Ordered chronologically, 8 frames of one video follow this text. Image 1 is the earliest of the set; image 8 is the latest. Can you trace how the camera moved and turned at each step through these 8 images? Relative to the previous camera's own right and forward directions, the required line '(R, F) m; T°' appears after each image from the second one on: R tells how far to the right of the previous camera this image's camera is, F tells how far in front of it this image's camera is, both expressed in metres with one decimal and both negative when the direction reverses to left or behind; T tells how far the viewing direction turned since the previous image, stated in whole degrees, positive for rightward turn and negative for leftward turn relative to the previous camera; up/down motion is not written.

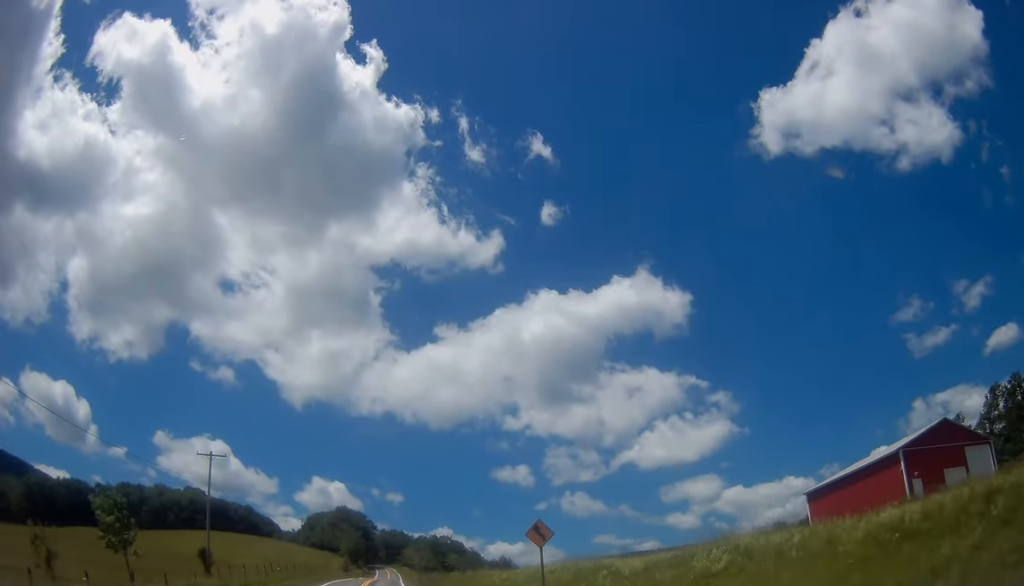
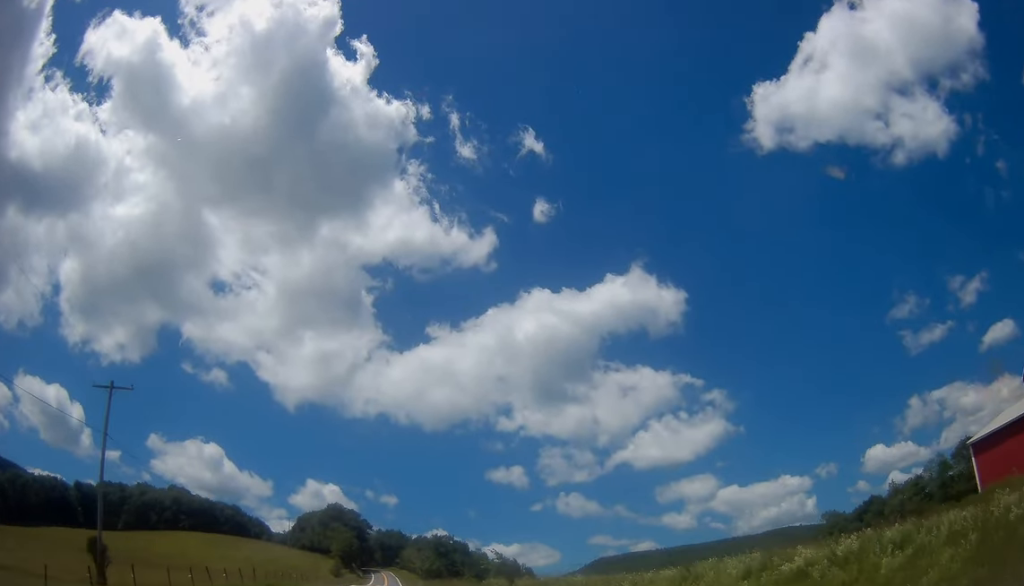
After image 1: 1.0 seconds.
(+0.6, +18.9) m; +1°
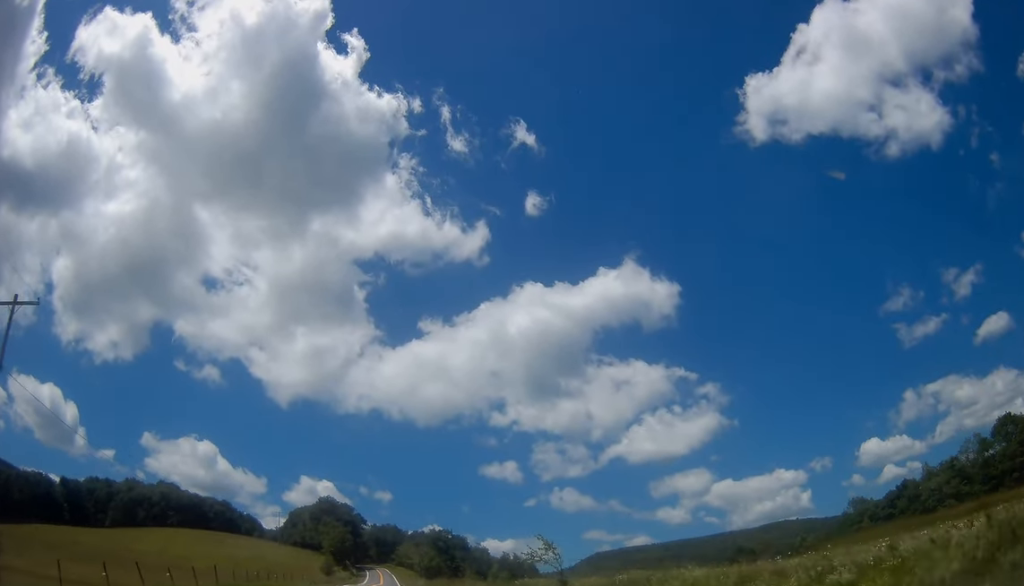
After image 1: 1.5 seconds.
(0.0, +9.7) m; 0°
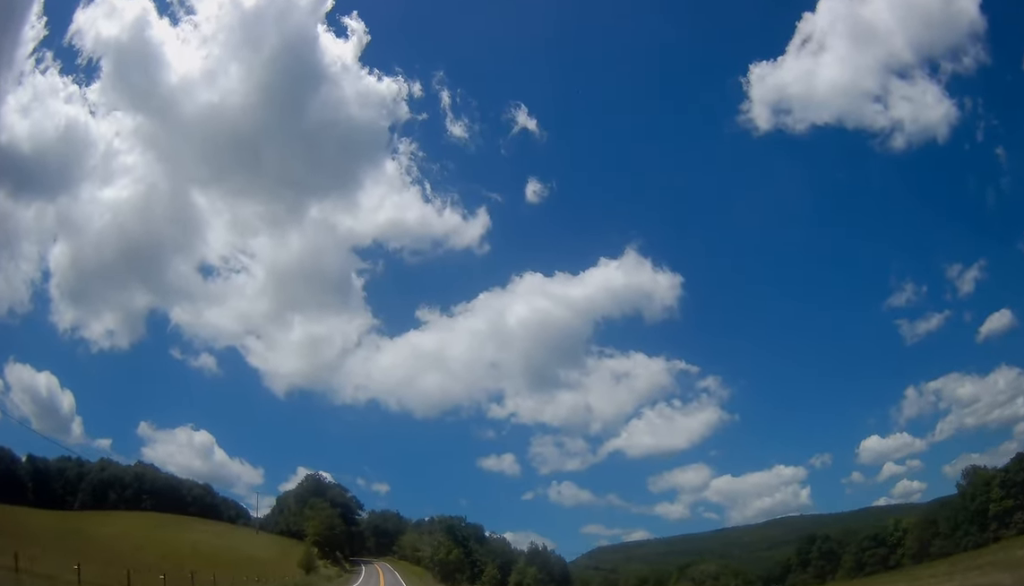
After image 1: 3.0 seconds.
(-0.5, +29.0) m; 0°
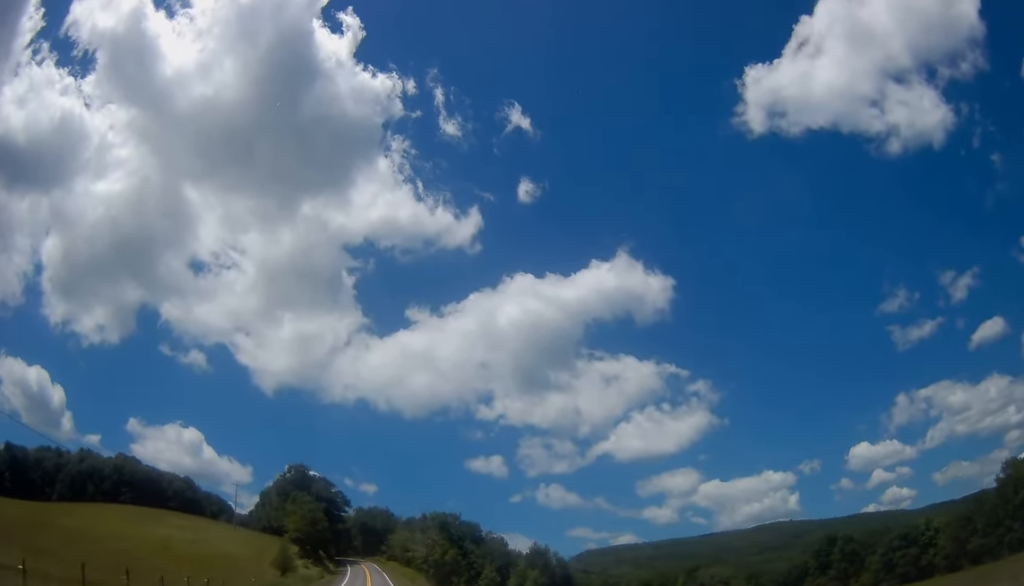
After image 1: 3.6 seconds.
(+0.1, +10.4) m; +1°
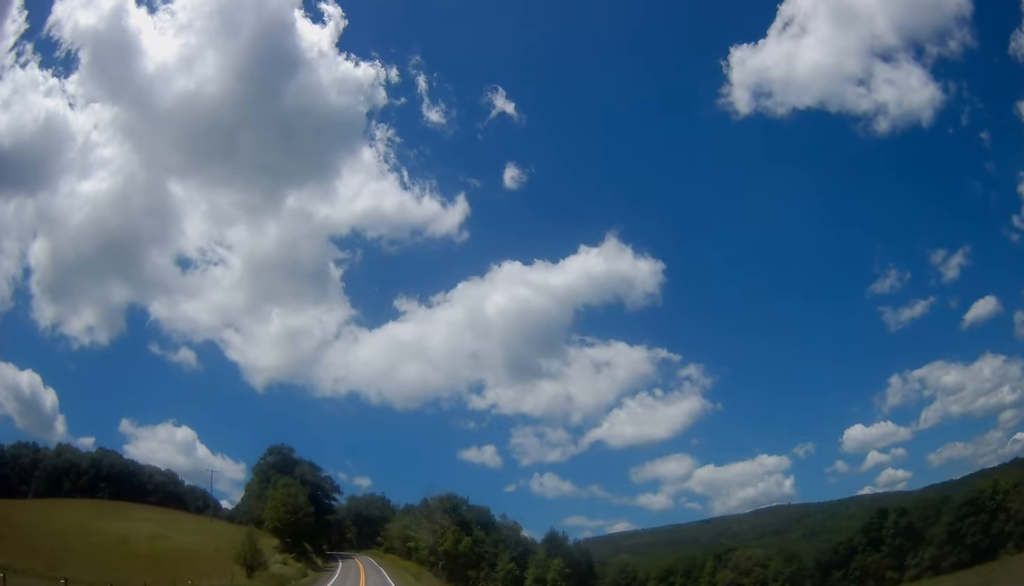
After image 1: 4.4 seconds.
(+0.3, +15.8) m; +2°
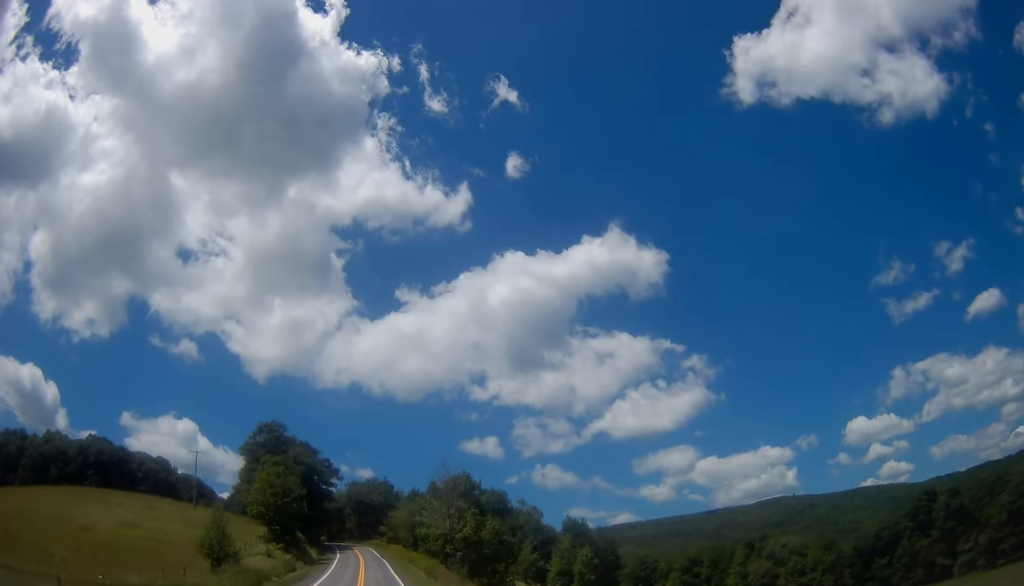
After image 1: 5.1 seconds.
(+0.3, +11.4) m; 0°
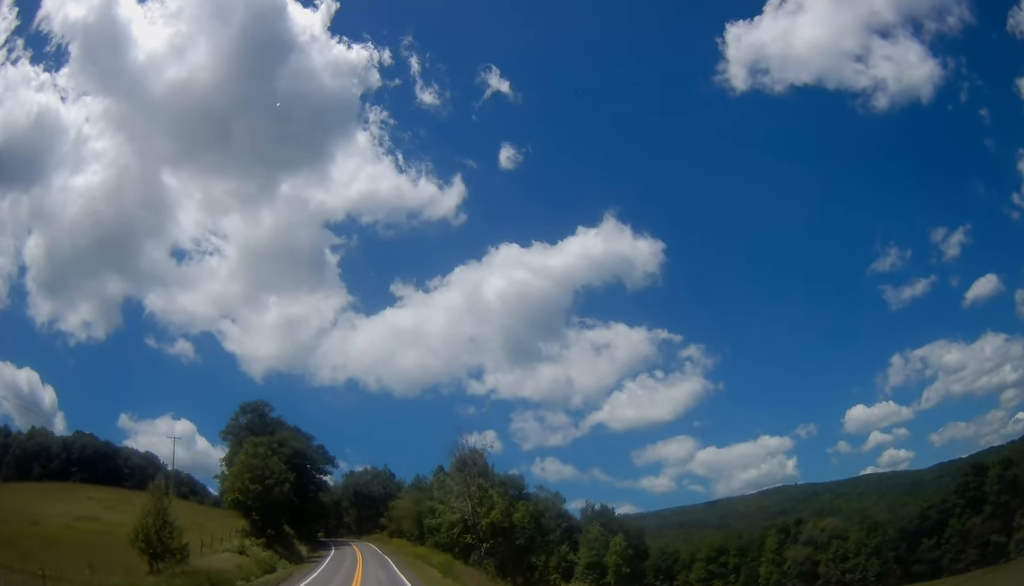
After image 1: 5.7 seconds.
(-0.2, +11.4) m; -1°
